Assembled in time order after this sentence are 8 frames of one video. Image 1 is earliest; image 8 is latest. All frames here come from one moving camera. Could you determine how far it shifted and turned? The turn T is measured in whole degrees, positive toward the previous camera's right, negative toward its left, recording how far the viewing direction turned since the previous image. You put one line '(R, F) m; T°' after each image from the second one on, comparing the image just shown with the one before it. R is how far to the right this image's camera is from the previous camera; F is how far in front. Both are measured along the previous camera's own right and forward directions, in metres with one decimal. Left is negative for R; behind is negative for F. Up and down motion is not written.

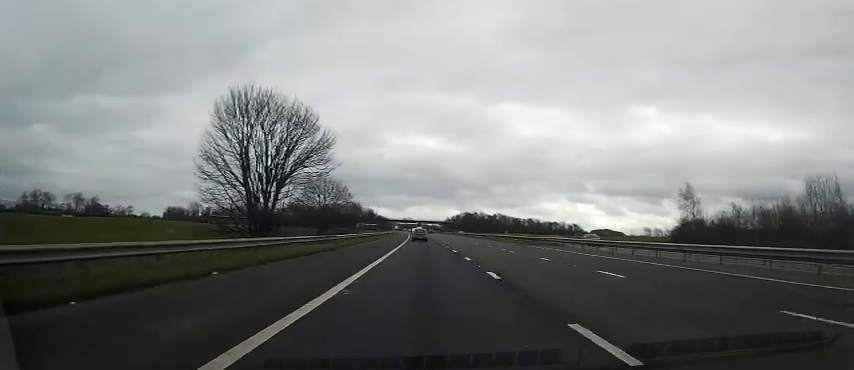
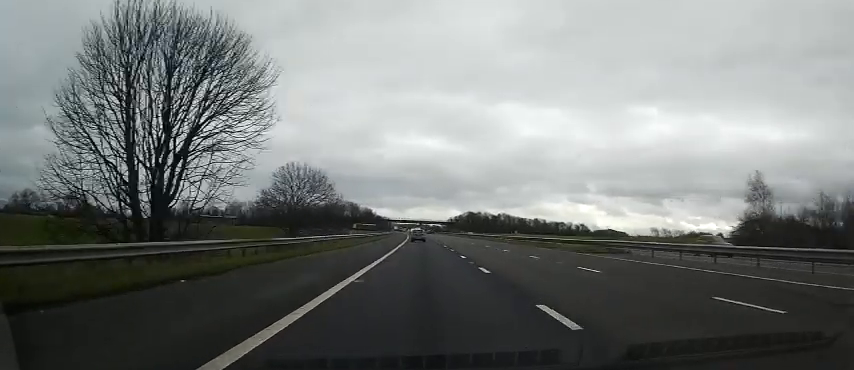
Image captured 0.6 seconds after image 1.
(+0.1, +16.3) m; 0°
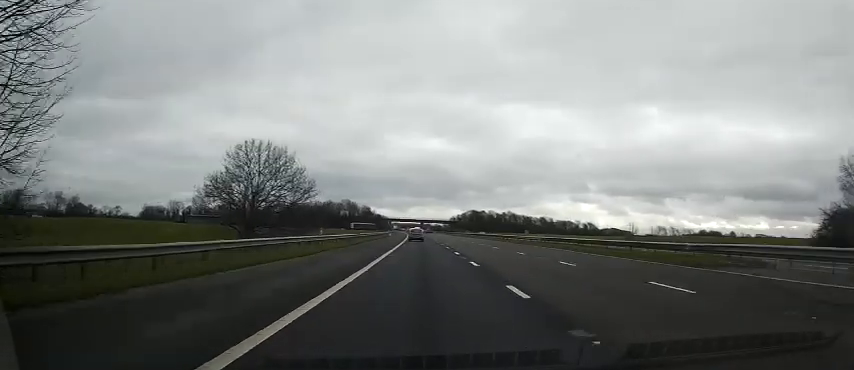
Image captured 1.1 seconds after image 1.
(+0.2, +15.1) m; 0°
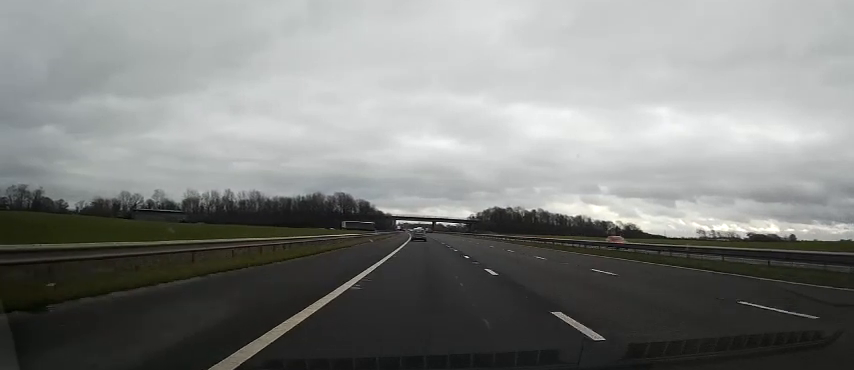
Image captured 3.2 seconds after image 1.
(-0.9, +56.5) m; -1°
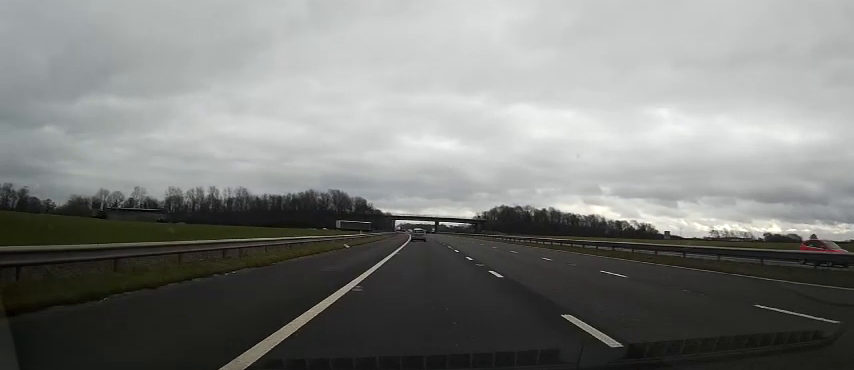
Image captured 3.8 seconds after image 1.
(0.0, +18.7) m; -1°
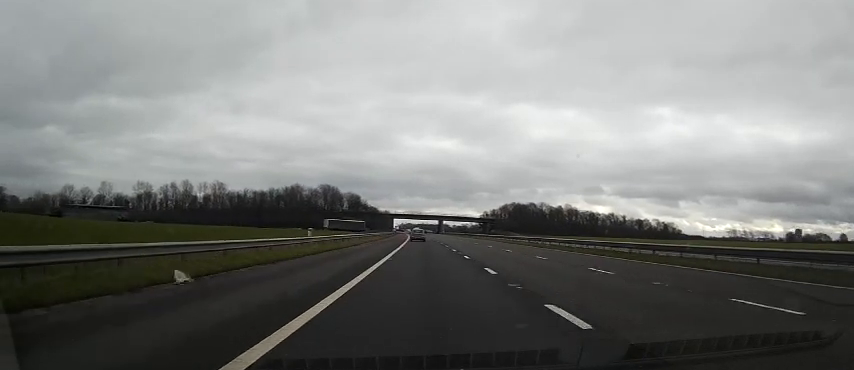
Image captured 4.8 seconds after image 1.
(-0.2, +25.9) m; 0°
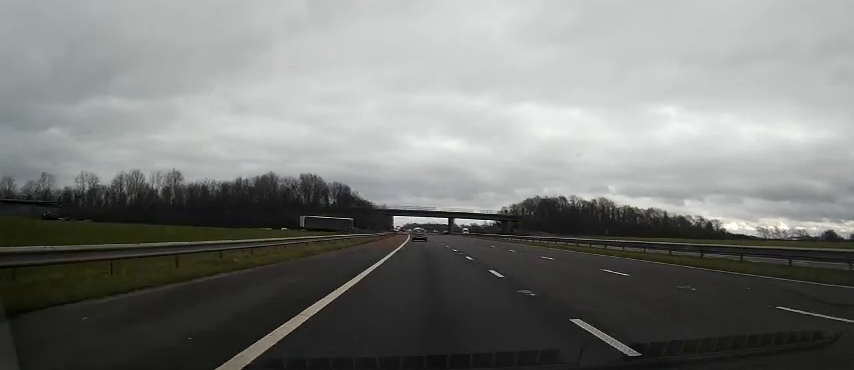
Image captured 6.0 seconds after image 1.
(+0.1, +36.9) m; 0°
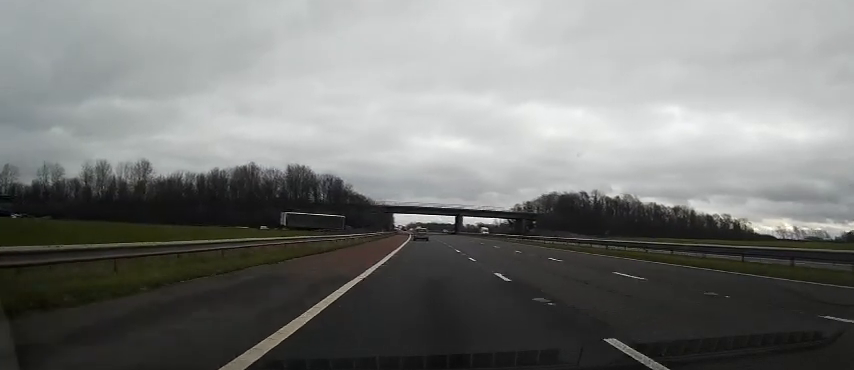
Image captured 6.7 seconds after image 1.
(-0.1, +19.2) m; 0°
